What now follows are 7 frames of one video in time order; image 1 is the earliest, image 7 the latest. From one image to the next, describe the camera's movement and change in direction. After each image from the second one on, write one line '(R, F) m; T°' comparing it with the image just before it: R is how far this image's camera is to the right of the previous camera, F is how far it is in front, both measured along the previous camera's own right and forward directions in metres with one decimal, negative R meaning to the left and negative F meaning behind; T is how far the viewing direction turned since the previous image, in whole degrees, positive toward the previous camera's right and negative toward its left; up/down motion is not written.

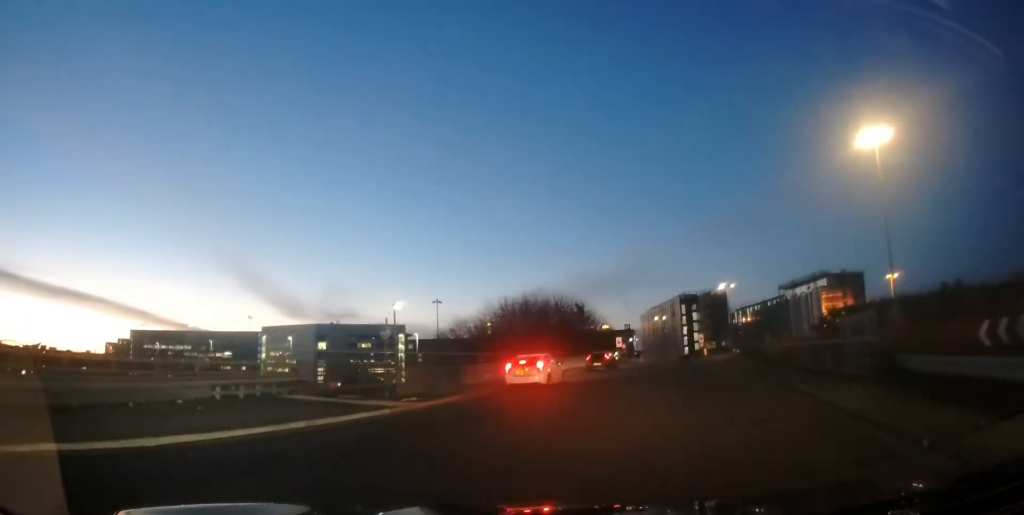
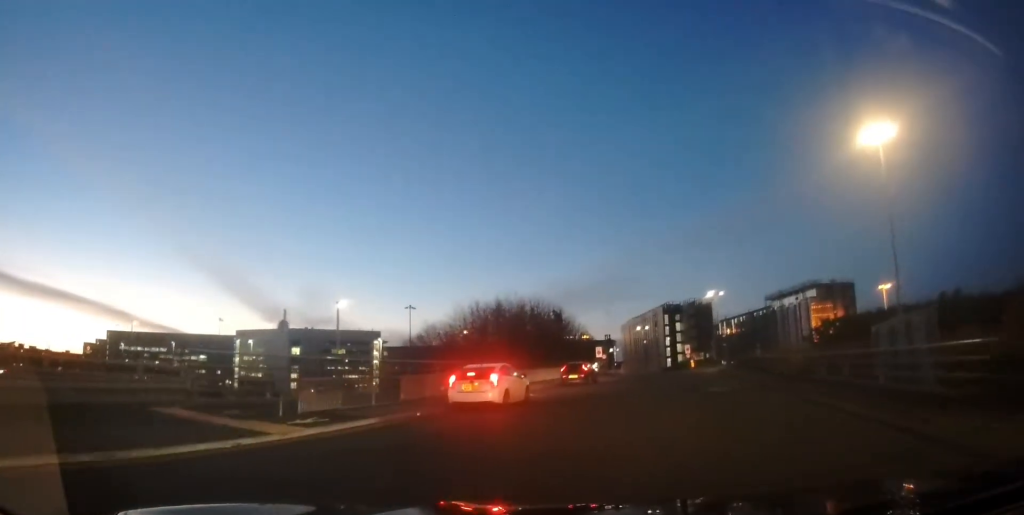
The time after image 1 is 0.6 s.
(+0.2, +5.9) m; +4°
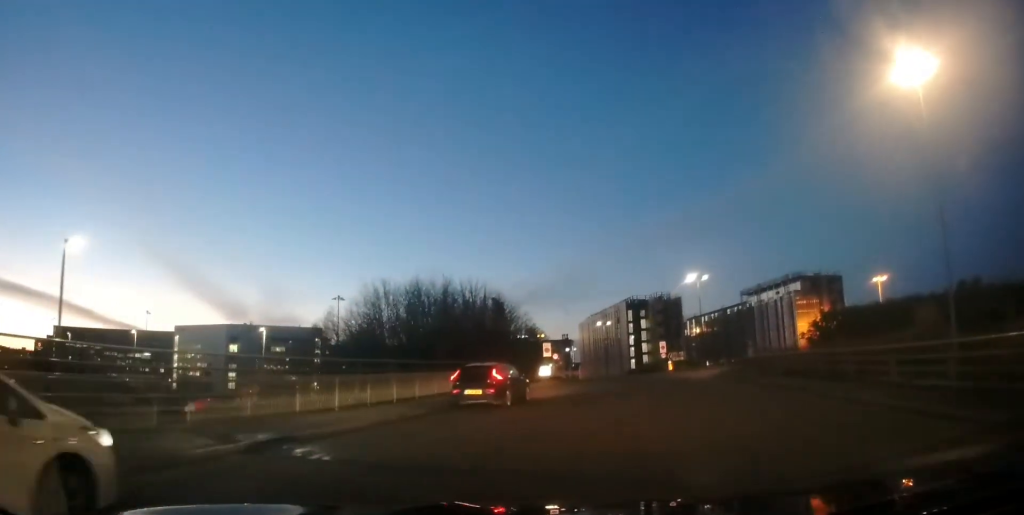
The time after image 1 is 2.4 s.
(+1.6, +17.2) m; +9°
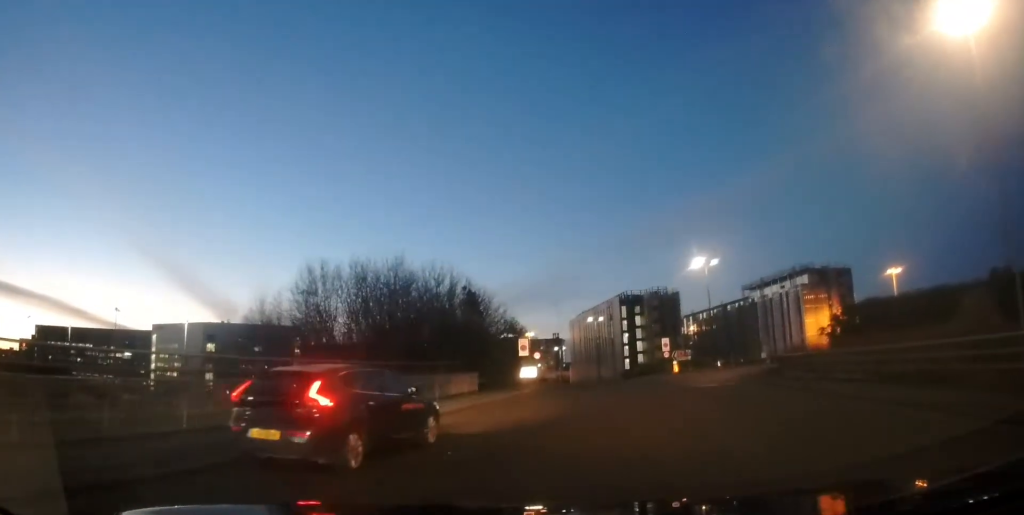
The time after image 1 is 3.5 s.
(0.0, +10.2) m; 0°
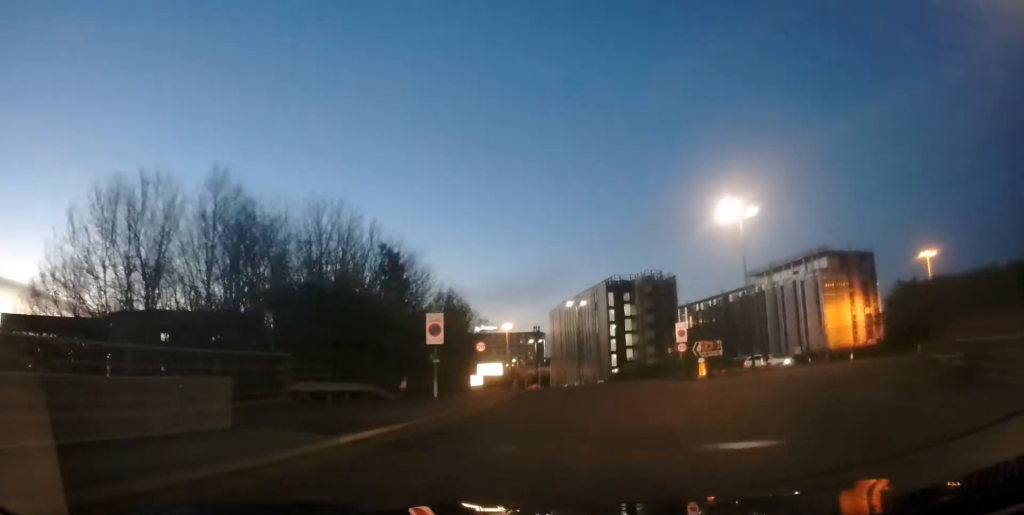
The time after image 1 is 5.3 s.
(0.0, +19.4) m; +1°
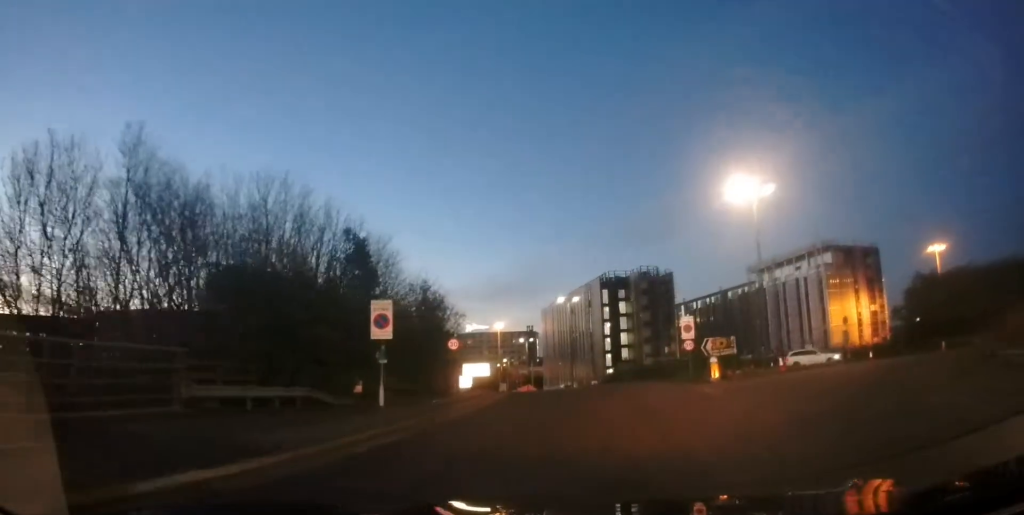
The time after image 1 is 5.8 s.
(0.0, +5.0) m; +1°
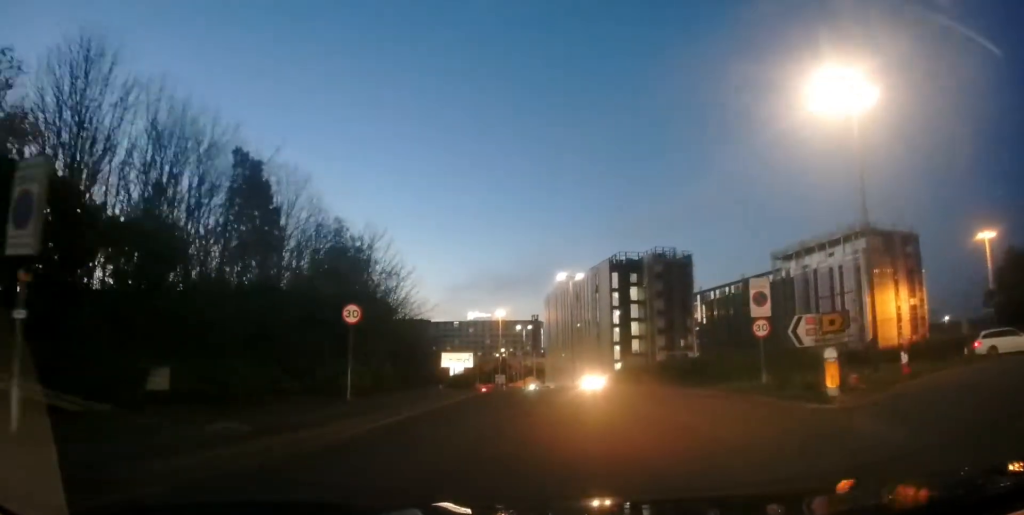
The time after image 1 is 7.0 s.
(+0.2, +13.0) m; -1°
